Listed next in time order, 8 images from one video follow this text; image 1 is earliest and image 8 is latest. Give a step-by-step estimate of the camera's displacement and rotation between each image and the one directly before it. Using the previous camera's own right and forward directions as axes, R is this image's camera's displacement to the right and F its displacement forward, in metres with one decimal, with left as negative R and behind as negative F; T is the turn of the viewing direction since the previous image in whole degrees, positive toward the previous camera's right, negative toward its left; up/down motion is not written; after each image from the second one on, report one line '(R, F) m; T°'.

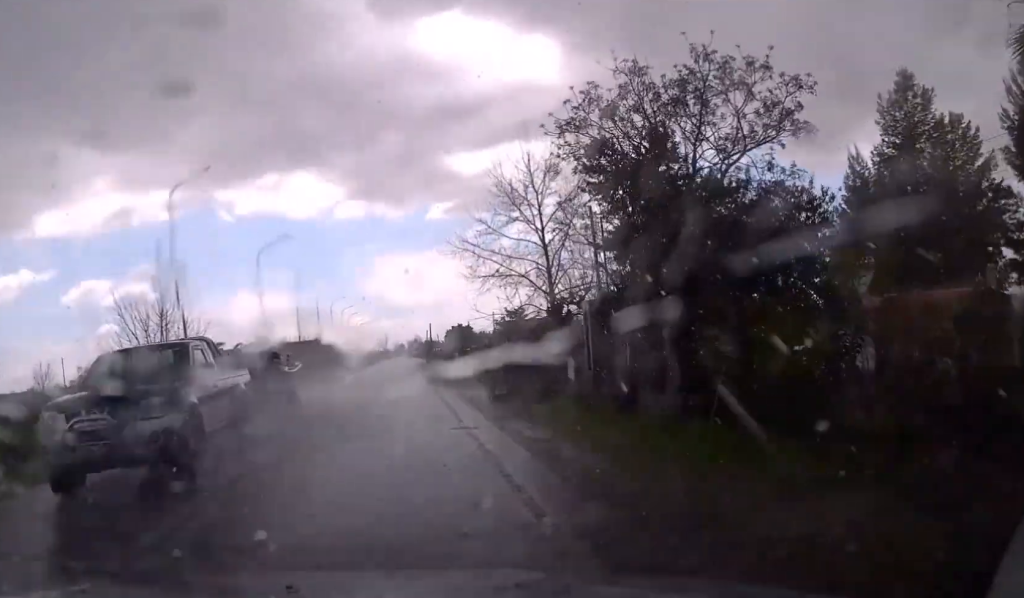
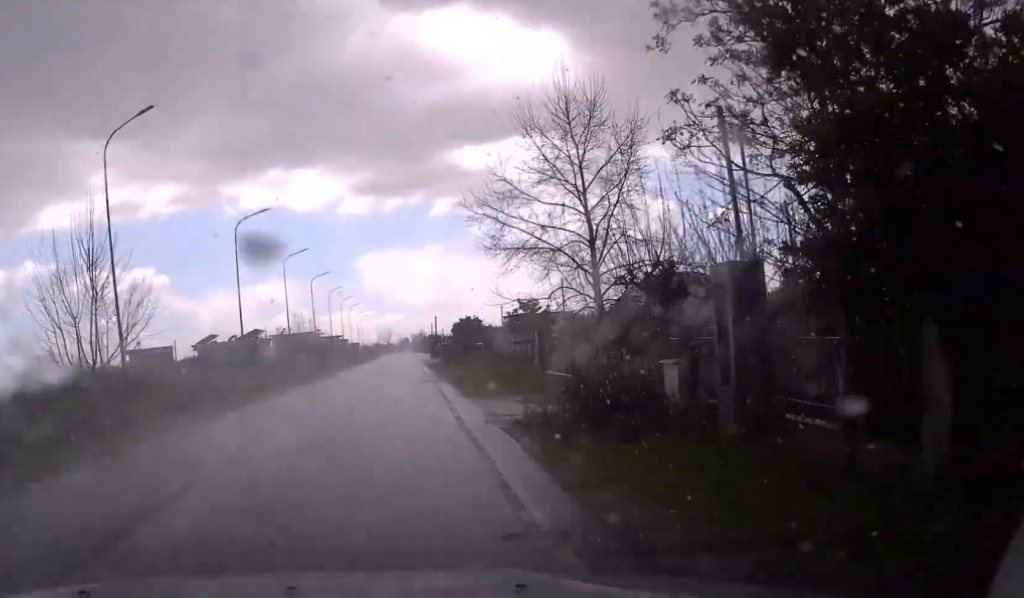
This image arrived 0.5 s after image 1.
(0.0, +7.3) m; 0°
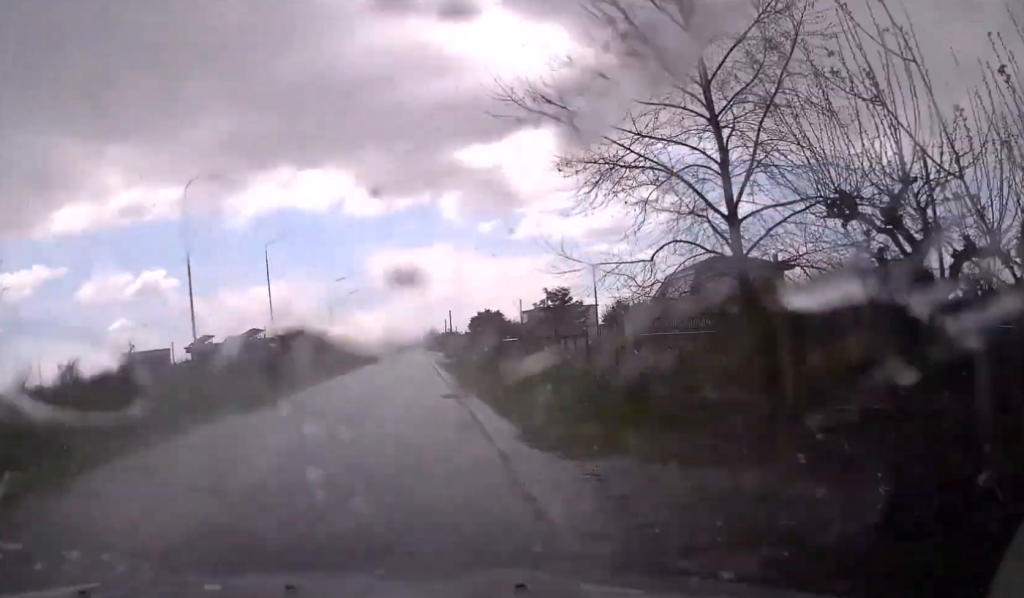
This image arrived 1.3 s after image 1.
(0.0, +11.0) m; -1°
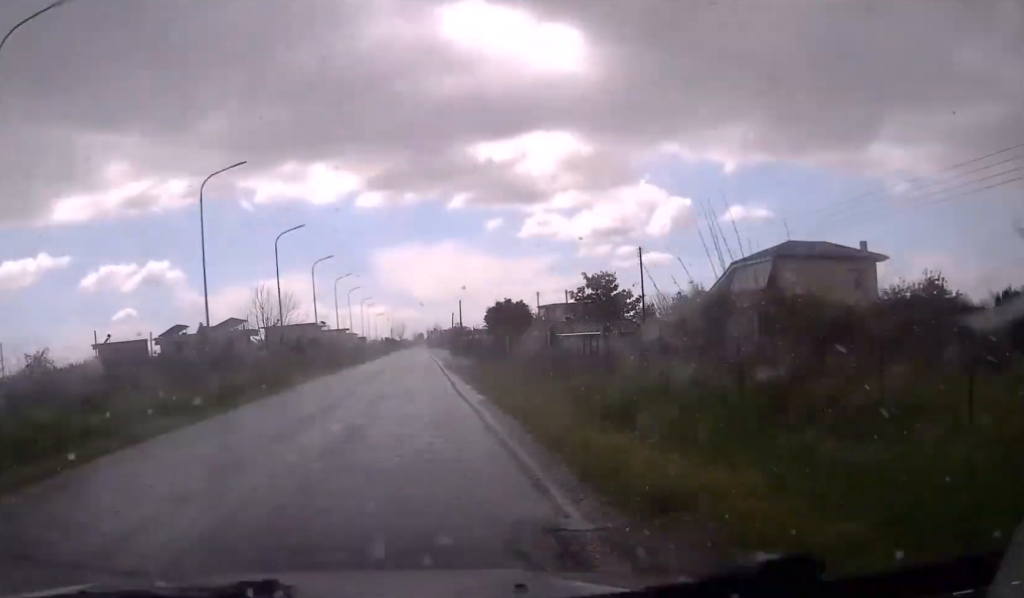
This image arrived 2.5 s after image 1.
(-0.3, +15.5) m; -1°
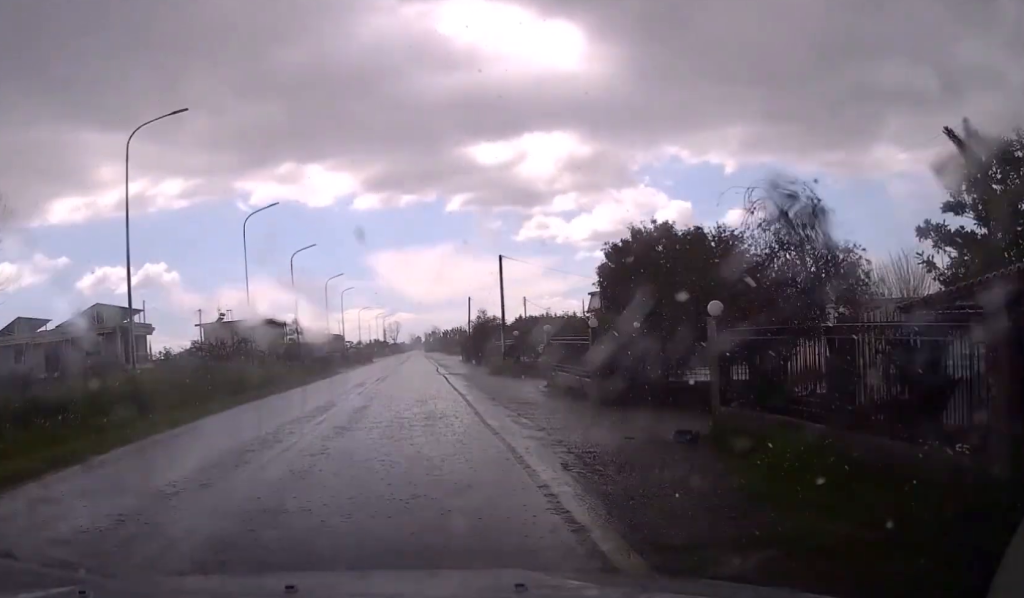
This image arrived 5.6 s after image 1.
(+0.1, +42.9) m; +1°
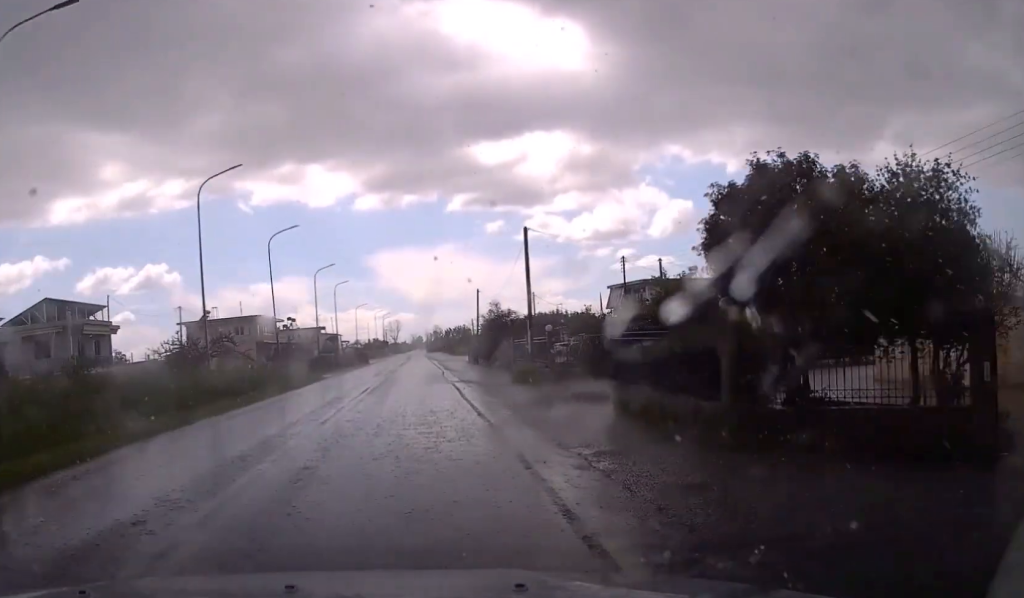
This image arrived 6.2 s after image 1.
(0.0, +8.9) m; 0°
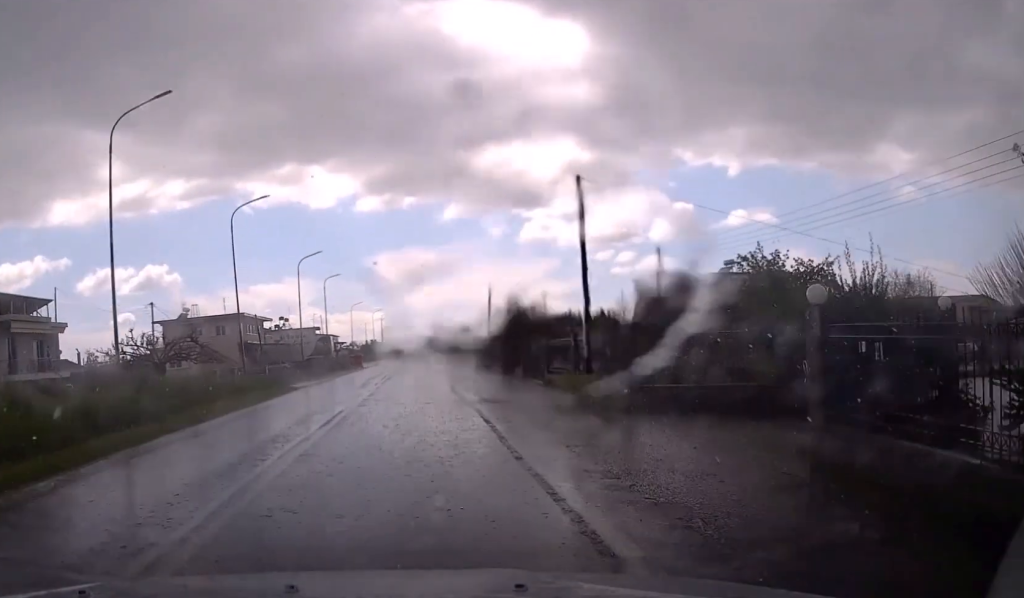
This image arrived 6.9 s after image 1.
(0.0, +9.8) m; 0°
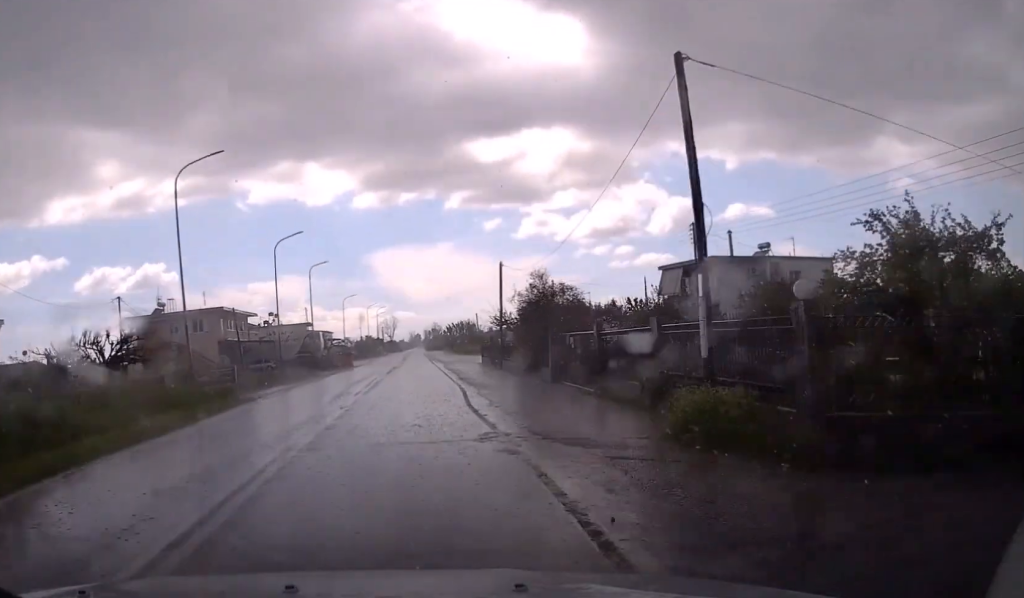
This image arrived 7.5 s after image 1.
(0.0, +8.5) m; 0°
